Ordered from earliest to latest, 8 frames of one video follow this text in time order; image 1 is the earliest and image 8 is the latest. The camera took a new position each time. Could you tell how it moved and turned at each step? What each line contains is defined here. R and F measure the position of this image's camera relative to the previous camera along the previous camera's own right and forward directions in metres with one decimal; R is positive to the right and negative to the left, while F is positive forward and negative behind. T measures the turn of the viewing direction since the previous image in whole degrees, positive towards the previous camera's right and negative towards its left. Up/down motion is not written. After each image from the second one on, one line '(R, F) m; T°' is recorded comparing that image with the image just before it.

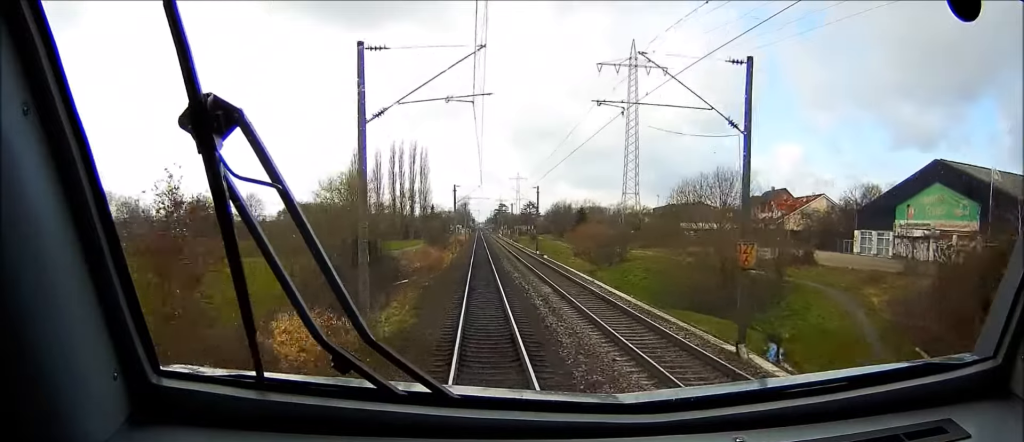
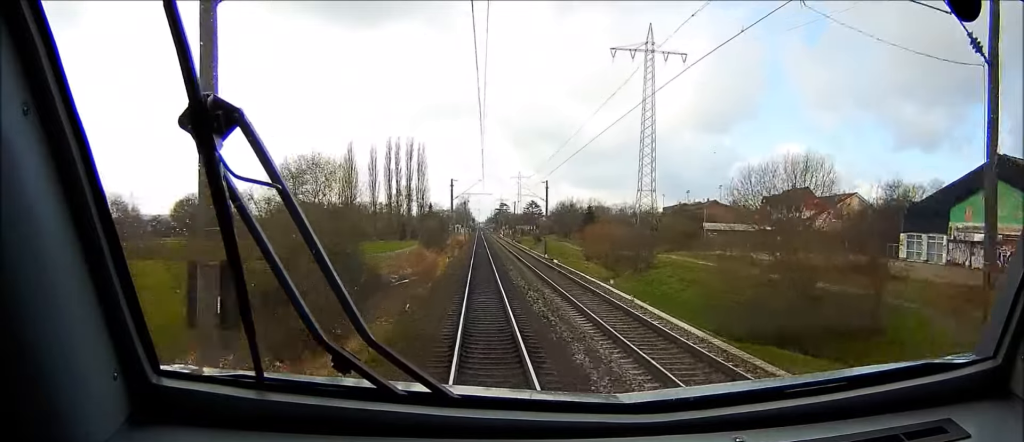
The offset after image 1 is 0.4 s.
(0.0, +10.9) m; 0°
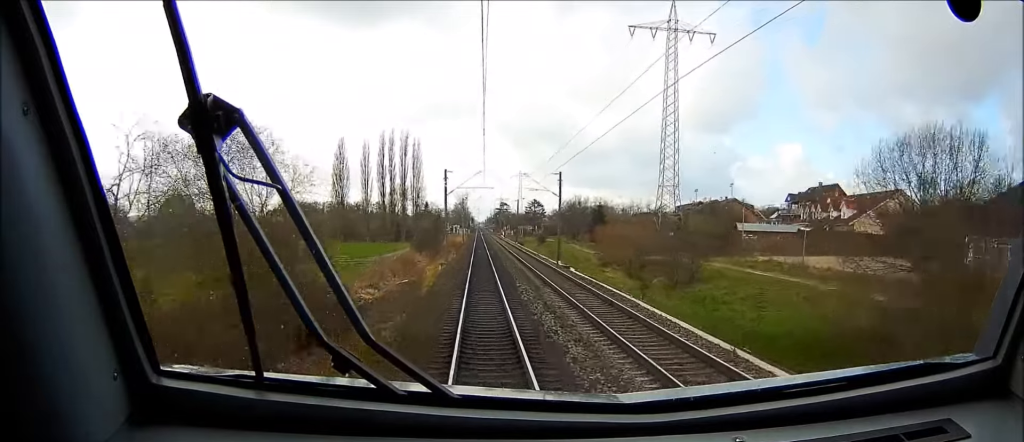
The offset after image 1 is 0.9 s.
(-0.1, +12.7) m; 0°
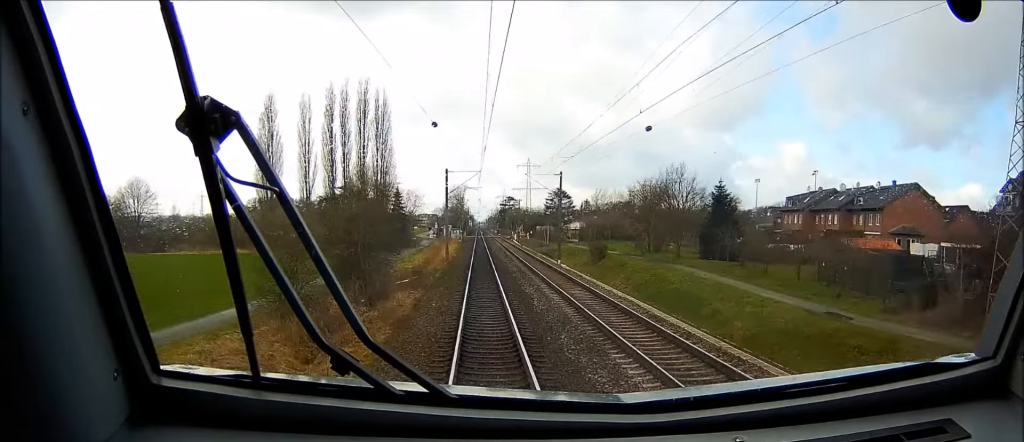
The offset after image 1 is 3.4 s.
(-0.5, +69.1) m; -1°
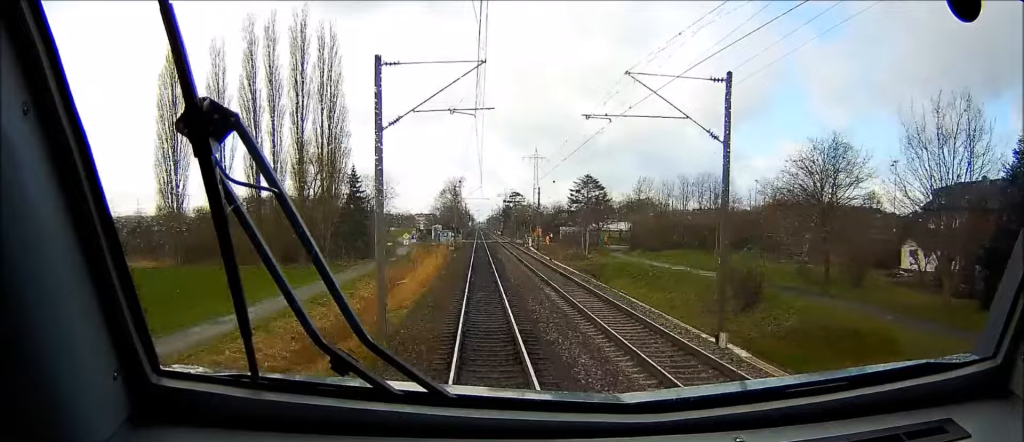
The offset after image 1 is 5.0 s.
(0.0, +43.8) m; 0°
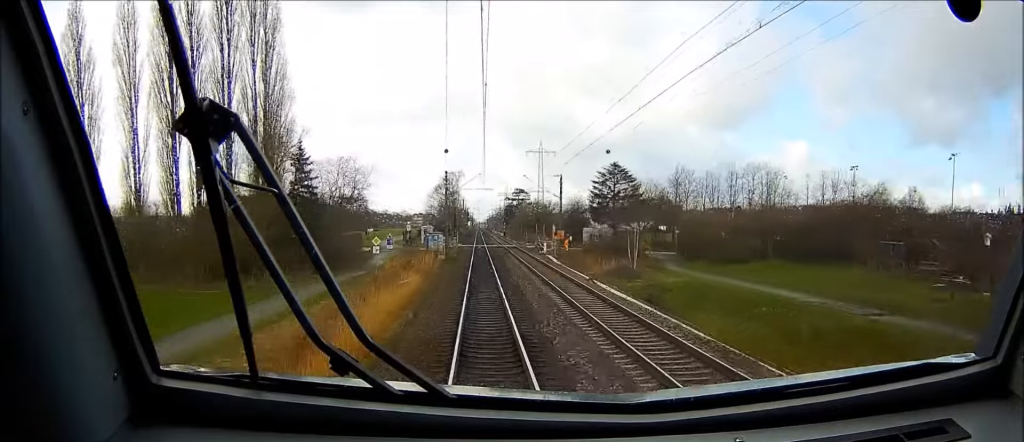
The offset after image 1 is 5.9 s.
(+0.1, +23.8) m; +1°
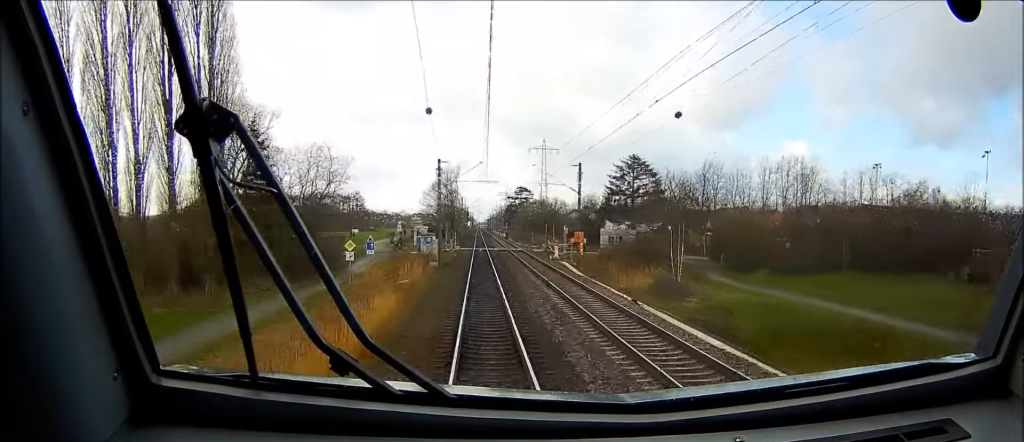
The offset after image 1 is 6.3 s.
(+0.1, +11.9) m; 0°
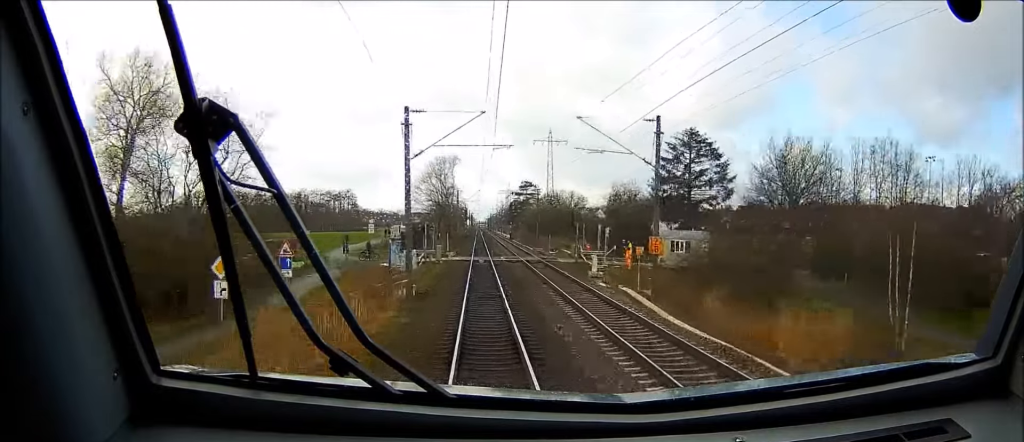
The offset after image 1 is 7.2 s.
(+0.1, +23.9) m; 0°
